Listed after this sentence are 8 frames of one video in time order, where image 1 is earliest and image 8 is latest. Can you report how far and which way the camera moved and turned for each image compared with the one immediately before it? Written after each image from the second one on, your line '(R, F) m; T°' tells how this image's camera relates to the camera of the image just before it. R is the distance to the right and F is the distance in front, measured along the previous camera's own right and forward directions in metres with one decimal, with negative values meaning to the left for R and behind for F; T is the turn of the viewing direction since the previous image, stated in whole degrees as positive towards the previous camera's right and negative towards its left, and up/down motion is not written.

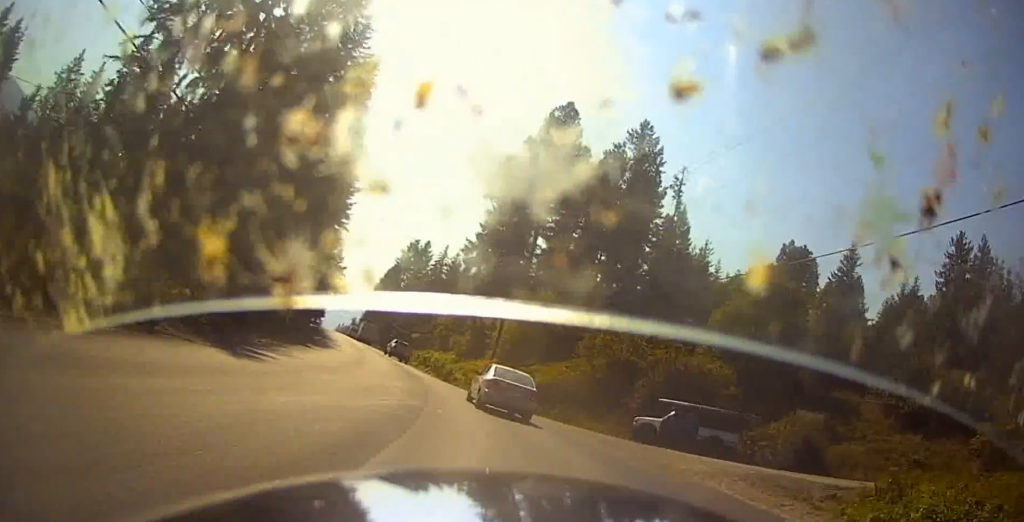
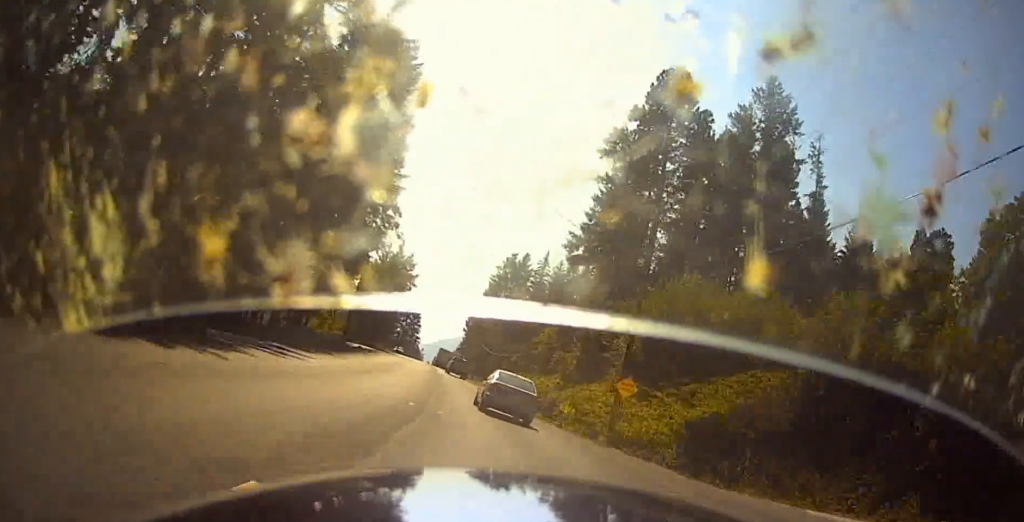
(-1.3, +21.8) m; -6°
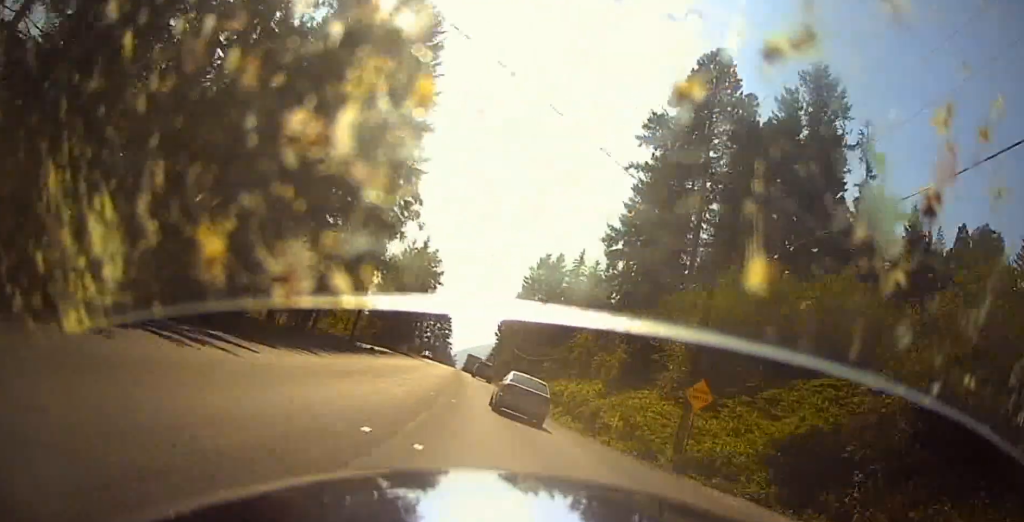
(0.0, +6.6) m; -1°
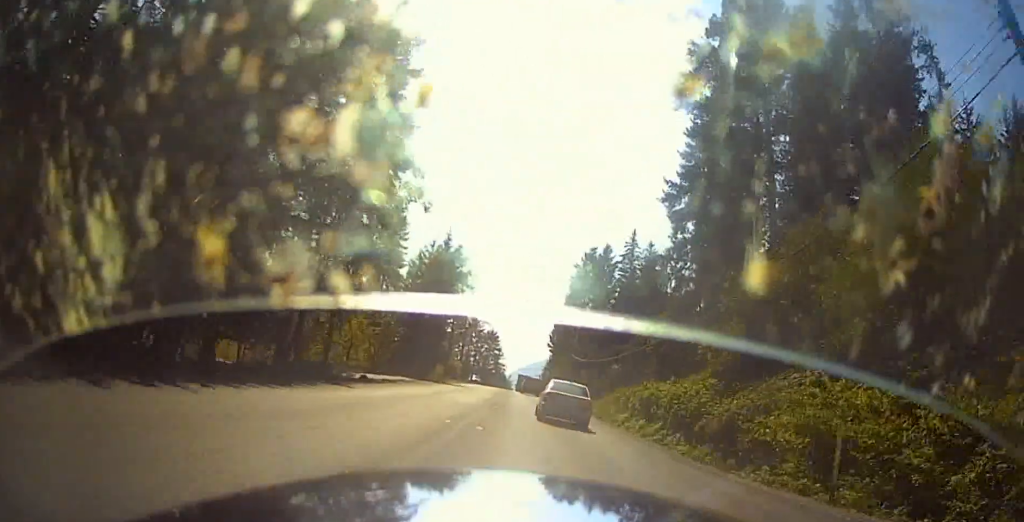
(-0.6, +16.0) m; +2°
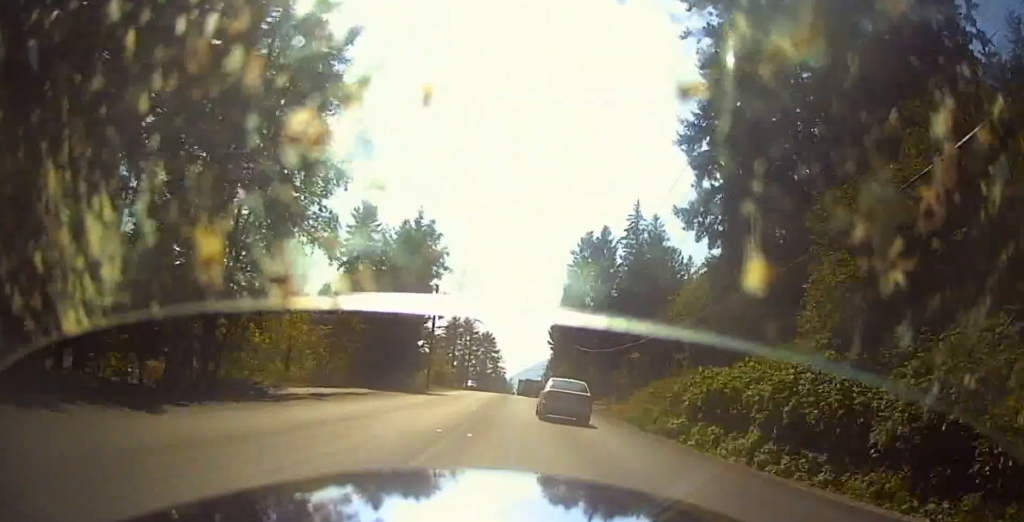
(+1.0, +12.4) m; +3°
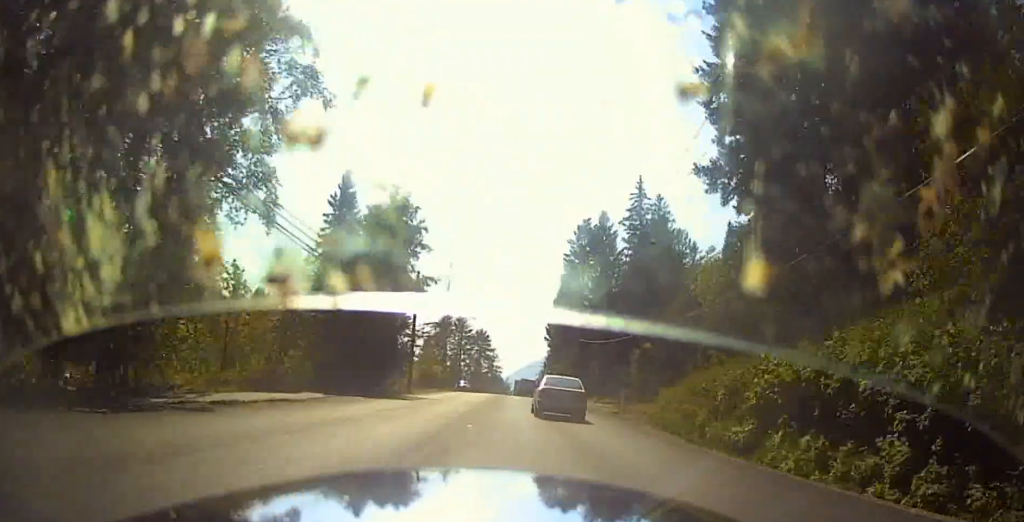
(-0.1, +7.5) m; -2°
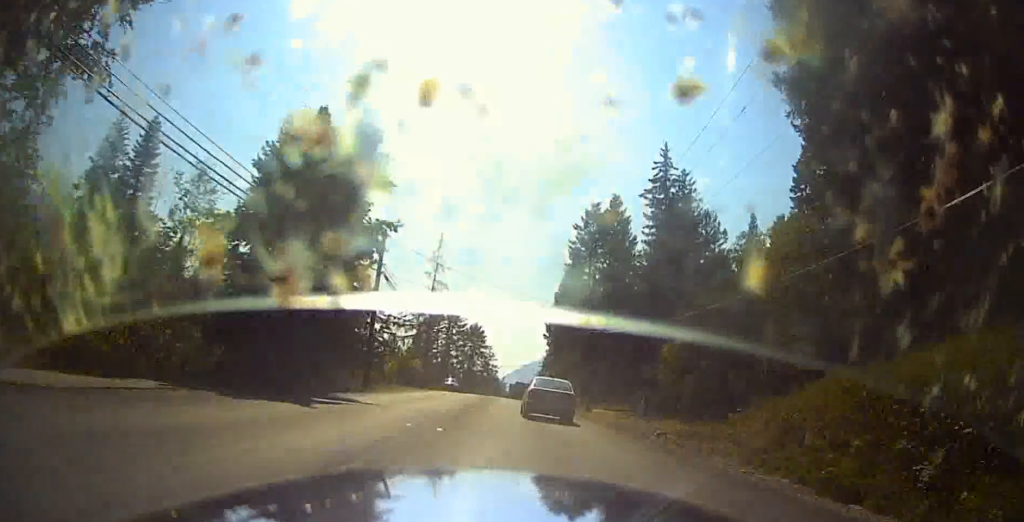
(-0.2, +12.4) m; -4°
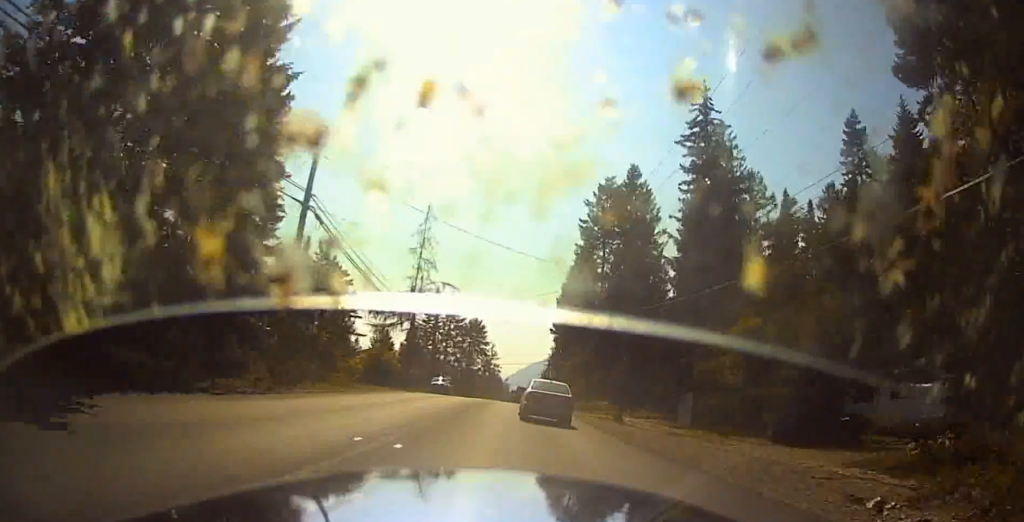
(-0.8, +13.6) m; -2°
